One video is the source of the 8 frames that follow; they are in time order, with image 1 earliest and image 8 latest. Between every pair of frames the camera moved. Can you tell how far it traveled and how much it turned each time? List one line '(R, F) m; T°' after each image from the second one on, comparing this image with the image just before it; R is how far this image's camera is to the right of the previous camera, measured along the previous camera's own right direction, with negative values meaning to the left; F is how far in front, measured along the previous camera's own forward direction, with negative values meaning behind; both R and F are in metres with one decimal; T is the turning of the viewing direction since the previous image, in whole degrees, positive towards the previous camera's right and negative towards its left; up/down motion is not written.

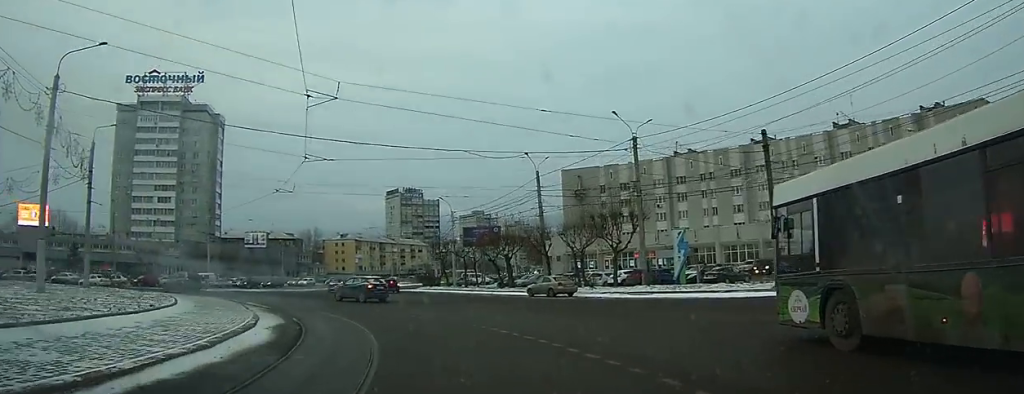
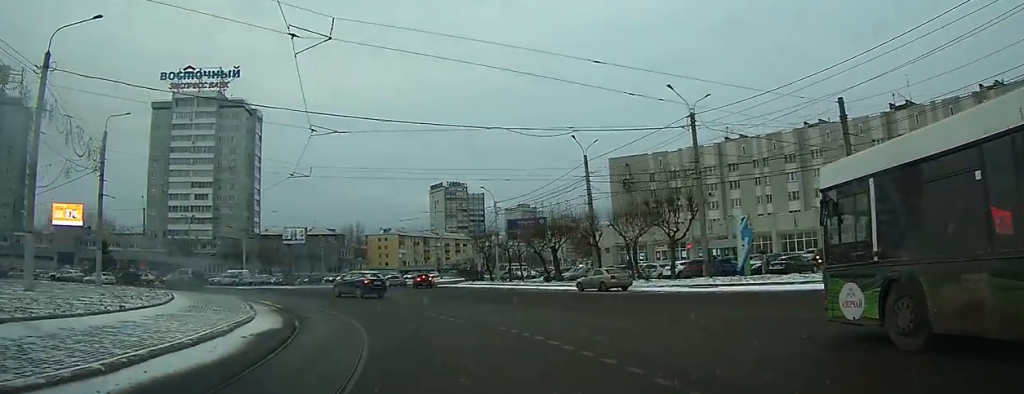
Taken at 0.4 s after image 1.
(-0.3, +4.1) m; -5°
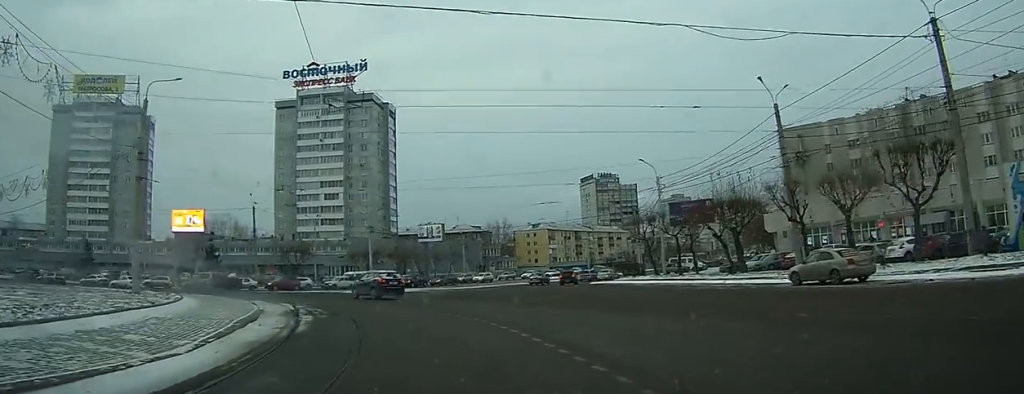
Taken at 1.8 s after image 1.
(-1.5, +12.7) m; -13°
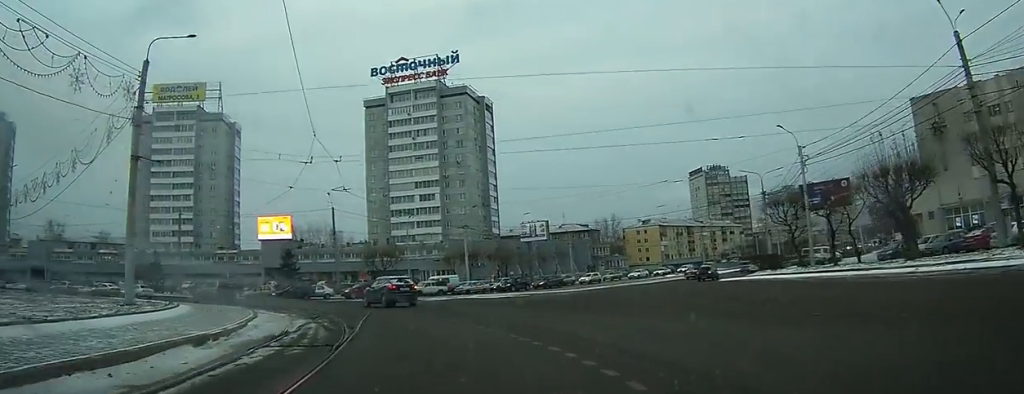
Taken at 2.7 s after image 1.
(-0.7, +9.5) m; -8°
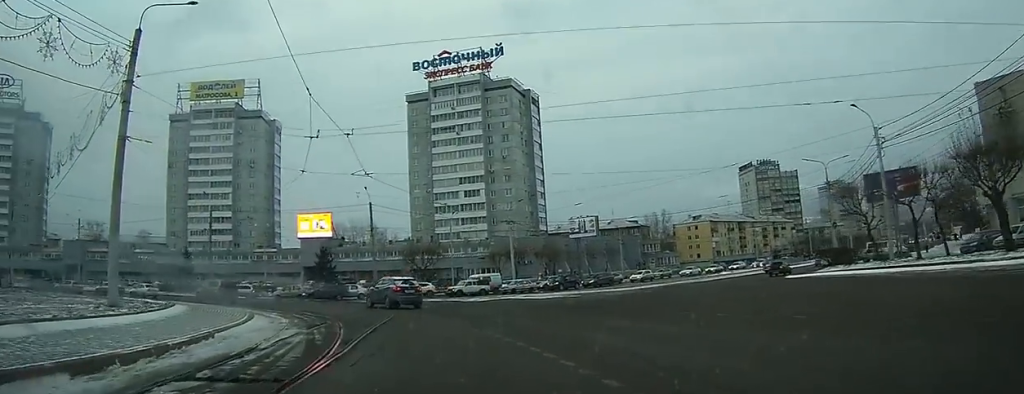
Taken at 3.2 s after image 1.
(-0.1, +4.3) m; -3°
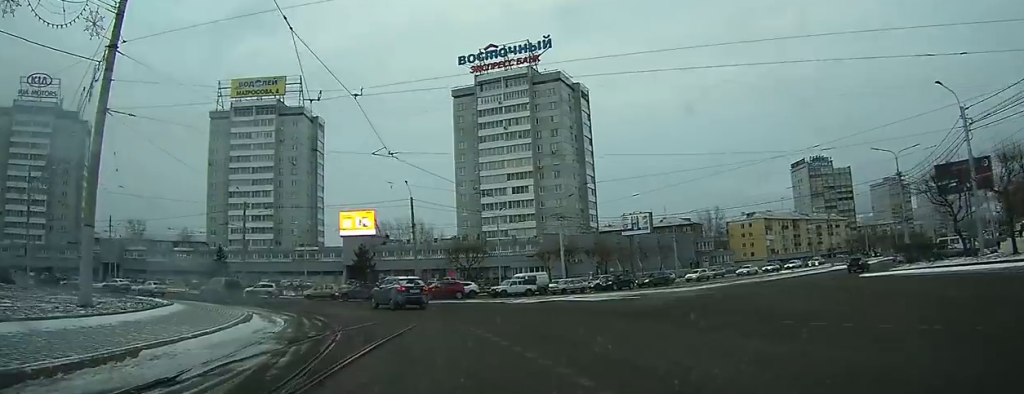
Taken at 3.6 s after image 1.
(-0.2, +4.3) m; -4°
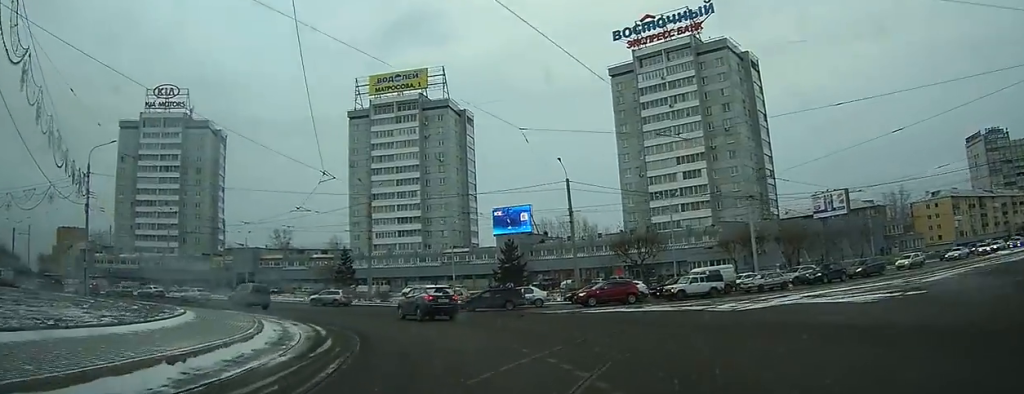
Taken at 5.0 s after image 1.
(-1.2, +13.4) m; -13°
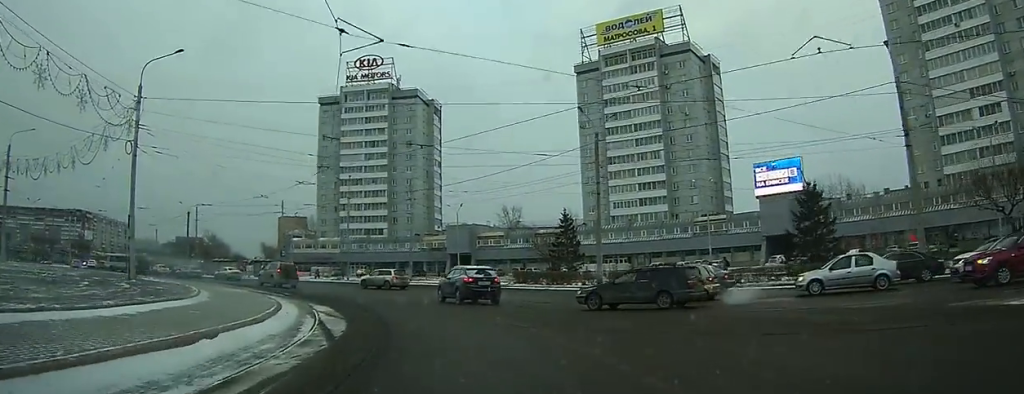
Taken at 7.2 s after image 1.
(-5.1, +20.1) m; -31°
